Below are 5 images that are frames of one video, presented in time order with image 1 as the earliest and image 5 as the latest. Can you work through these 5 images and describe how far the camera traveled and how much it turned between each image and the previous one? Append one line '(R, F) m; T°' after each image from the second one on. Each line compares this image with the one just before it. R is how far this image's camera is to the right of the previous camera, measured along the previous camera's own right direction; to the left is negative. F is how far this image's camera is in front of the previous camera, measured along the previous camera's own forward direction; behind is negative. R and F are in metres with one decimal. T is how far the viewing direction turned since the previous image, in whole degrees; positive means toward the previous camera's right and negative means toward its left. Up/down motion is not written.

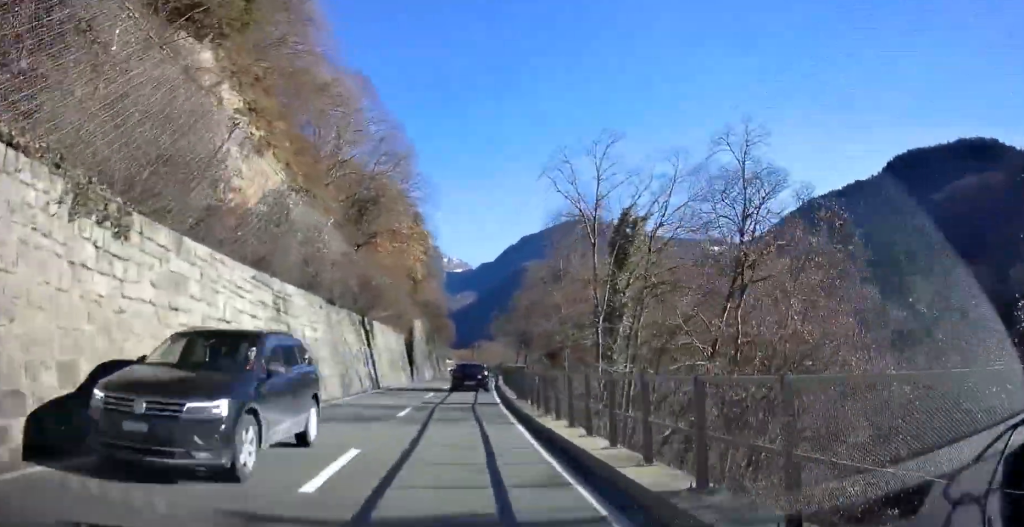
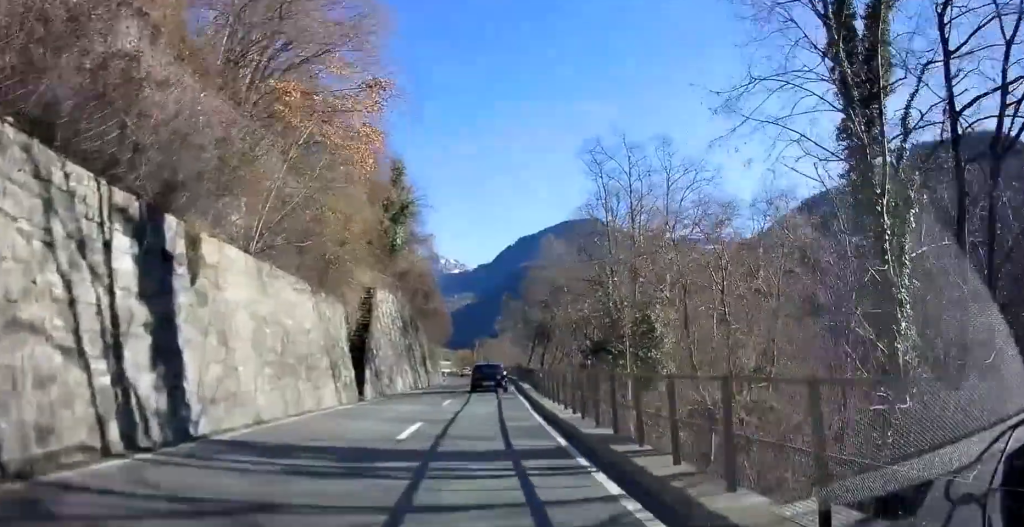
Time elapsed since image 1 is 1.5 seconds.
(-0.5, +22.0) m; -1°
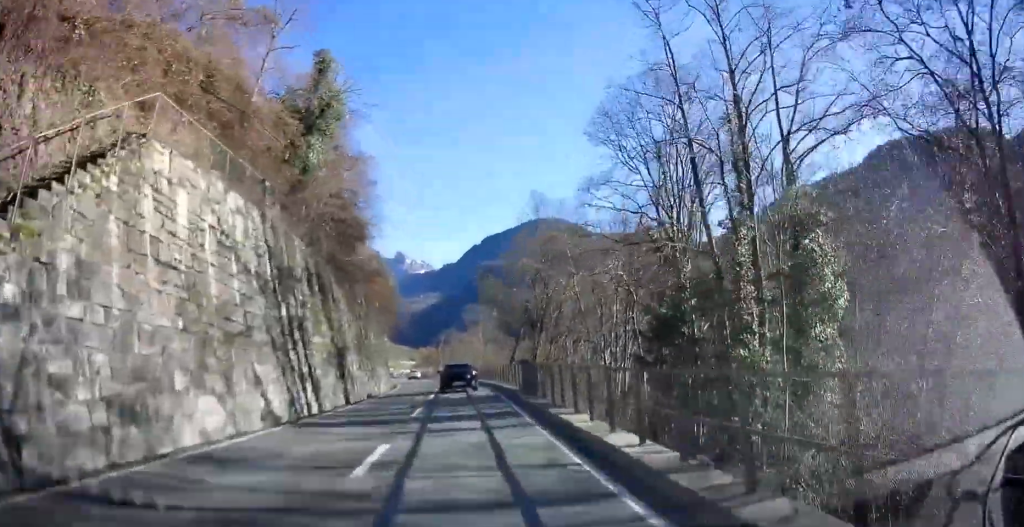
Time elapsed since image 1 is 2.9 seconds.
(+0.1, +21.1) m; +1°
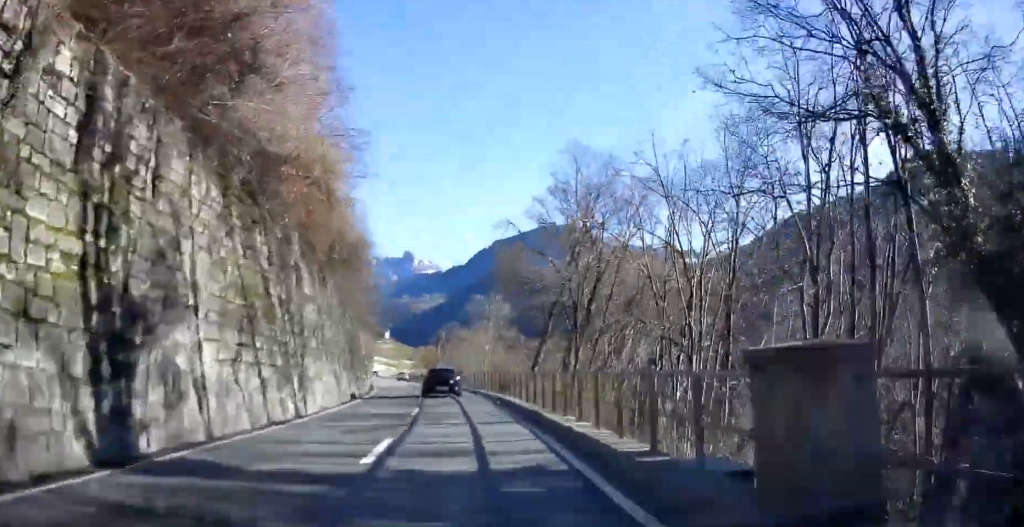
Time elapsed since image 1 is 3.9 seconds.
(+0.1, +16.3) m; +1°
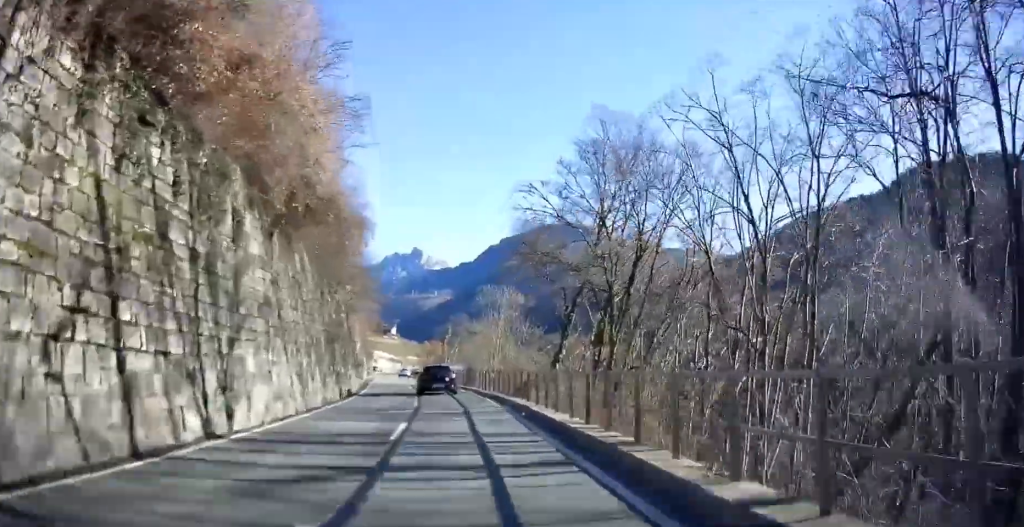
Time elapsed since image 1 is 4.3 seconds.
(+0.2, +6.2) m; 0°
